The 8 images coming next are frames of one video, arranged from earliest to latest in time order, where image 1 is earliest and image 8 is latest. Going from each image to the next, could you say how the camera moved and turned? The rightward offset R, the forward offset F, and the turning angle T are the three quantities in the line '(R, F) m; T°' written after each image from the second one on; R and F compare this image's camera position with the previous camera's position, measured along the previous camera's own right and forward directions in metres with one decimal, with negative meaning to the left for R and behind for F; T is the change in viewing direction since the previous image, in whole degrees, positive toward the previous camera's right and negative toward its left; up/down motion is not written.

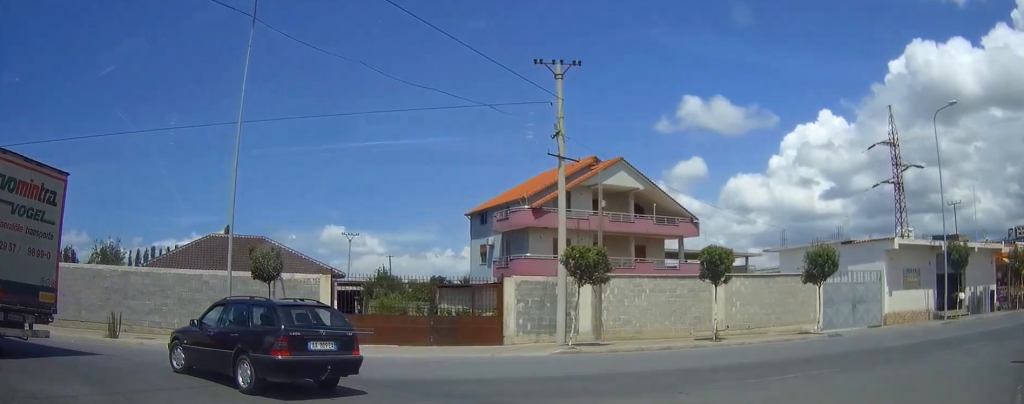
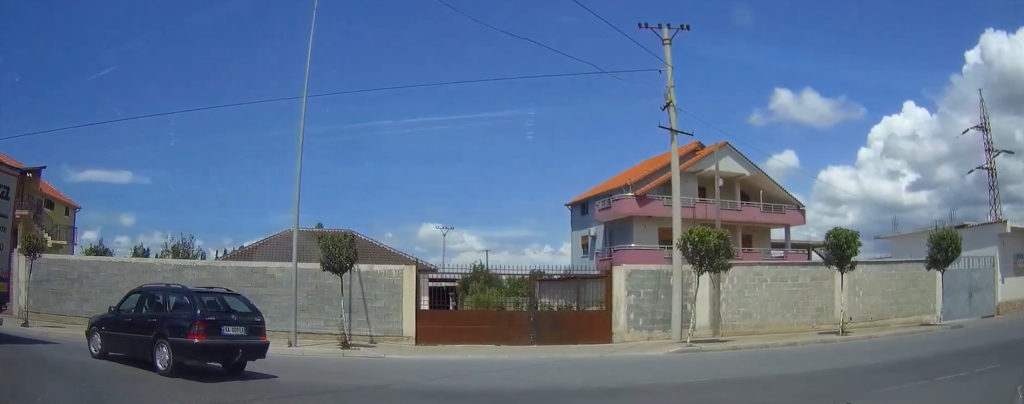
(-0.3, +3.6) m; -13°
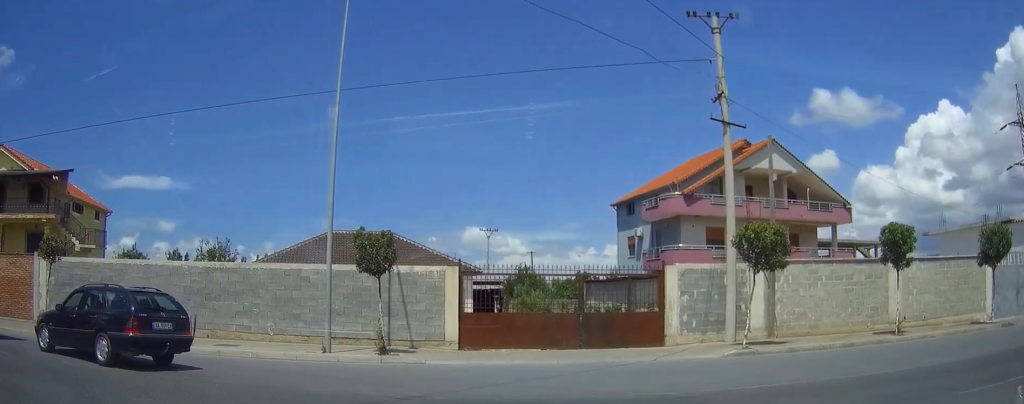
(-0.2, +2.1) m; -13°
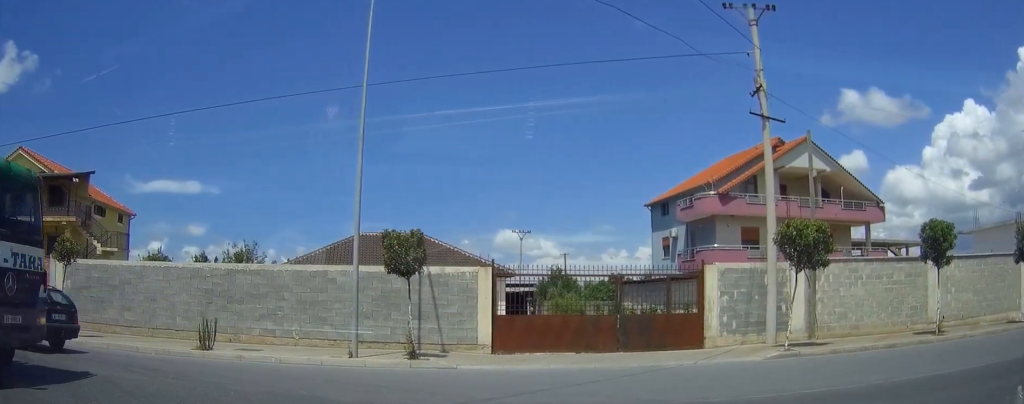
(-0.5, +1.3) m; 0°
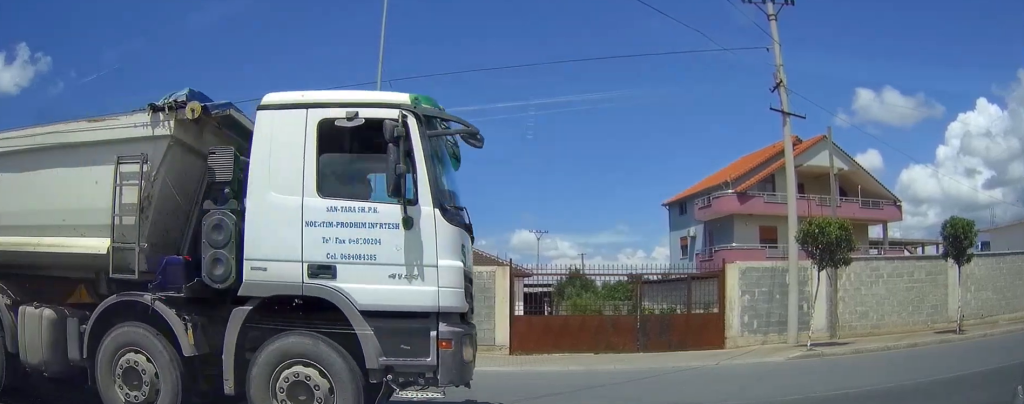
(-0.2, +0.5) m; 0°
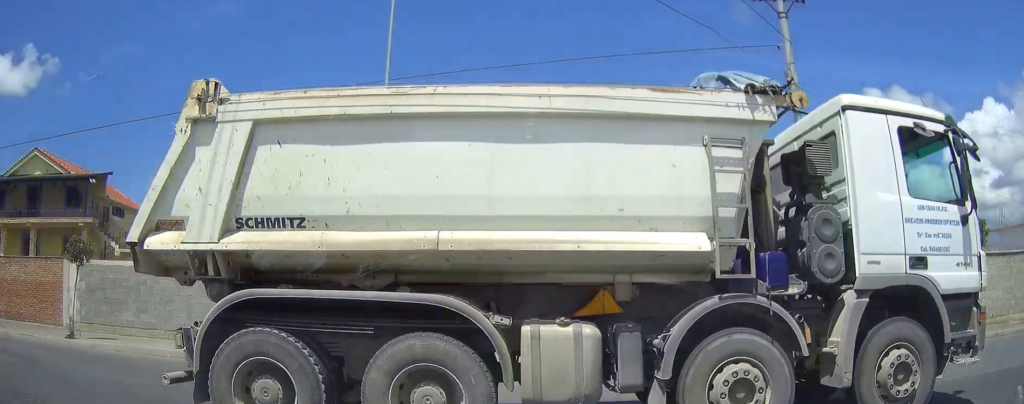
(-0.2, +0.3) m; 0°
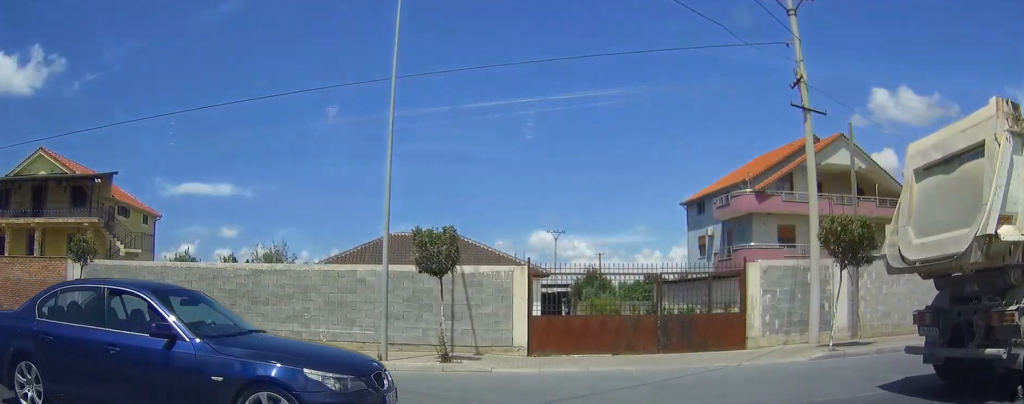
(-0.1, +0.3) m; 0°
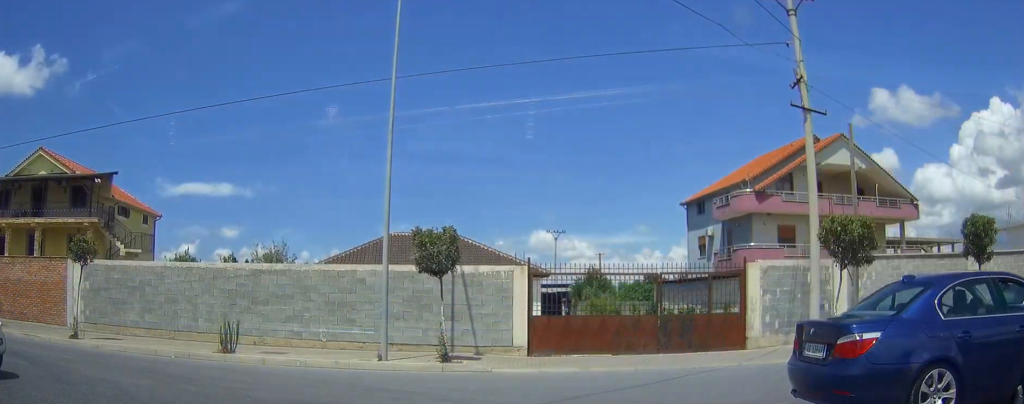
(+0.1, +0.3) m; 0°
